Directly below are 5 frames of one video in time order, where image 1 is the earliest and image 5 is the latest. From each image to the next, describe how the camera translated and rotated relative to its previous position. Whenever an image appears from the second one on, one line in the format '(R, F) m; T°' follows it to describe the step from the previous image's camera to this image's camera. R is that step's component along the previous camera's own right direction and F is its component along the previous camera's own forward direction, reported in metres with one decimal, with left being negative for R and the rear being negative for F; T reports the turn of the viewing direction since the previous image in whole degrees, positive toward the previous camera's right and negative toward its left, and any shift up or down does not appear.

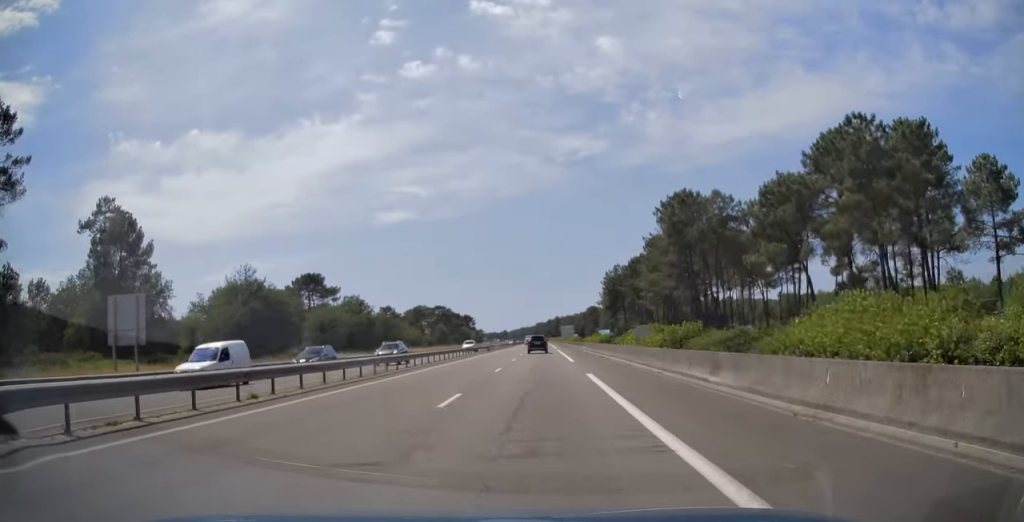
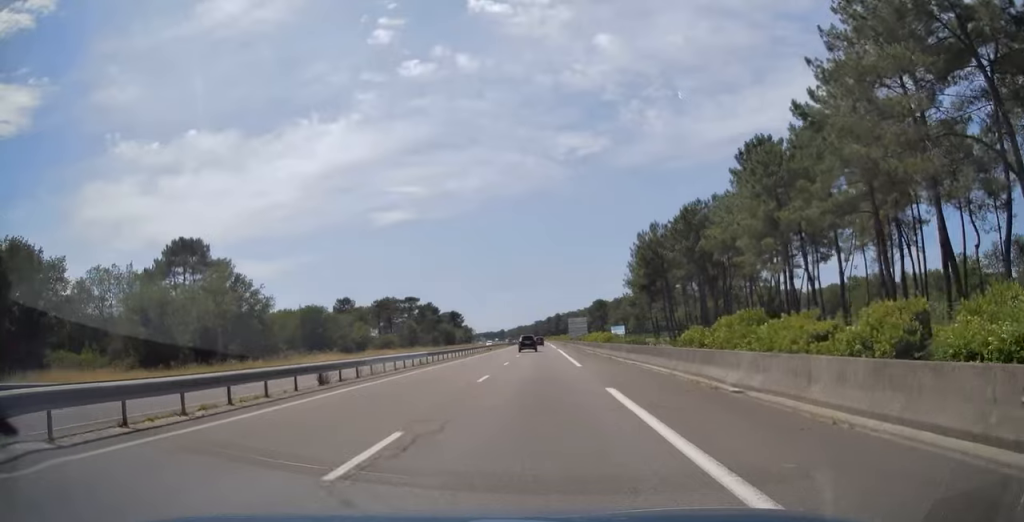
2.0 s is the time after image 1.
(0.0, +58.2) m; 0°
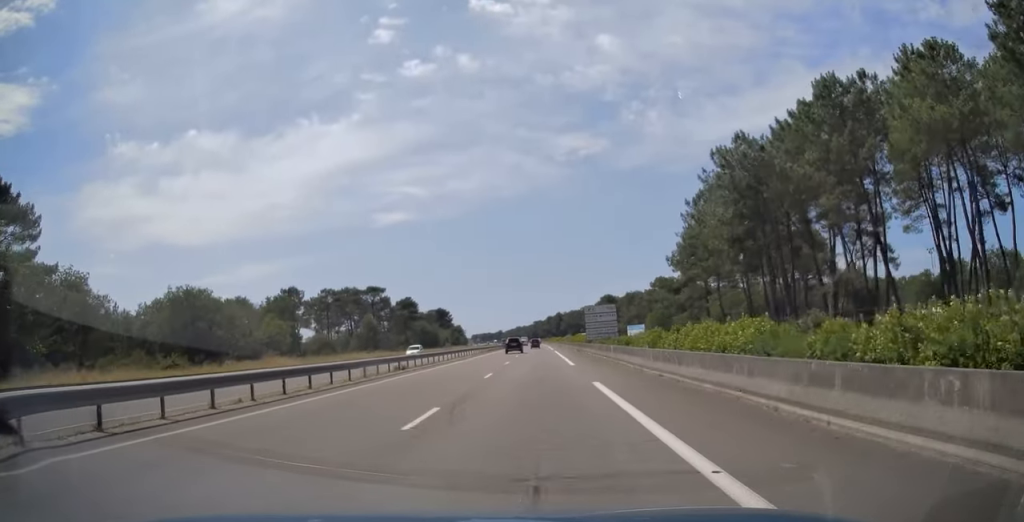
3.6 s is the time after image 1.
(0.0, +48.5) m; 0°
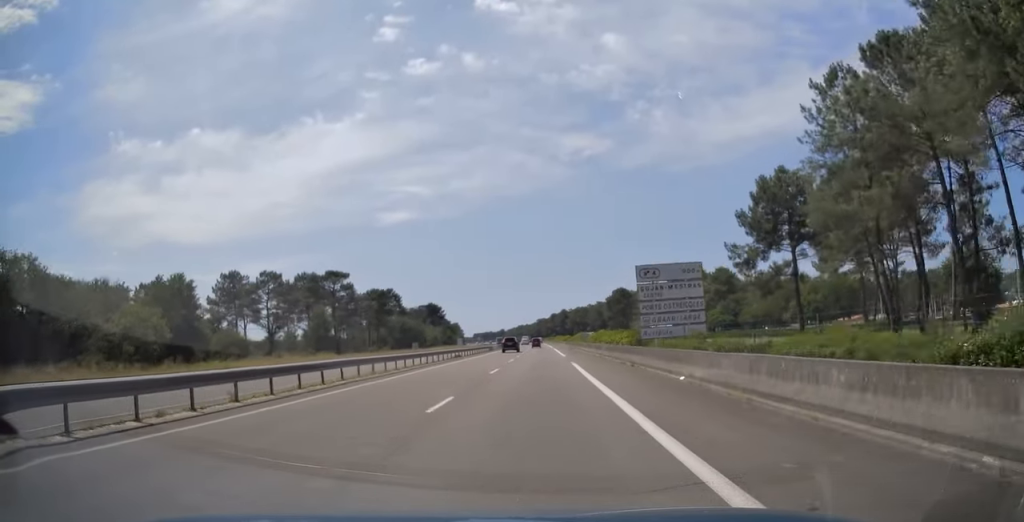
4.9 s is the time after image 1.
(0.0, +36.8) m; 0°
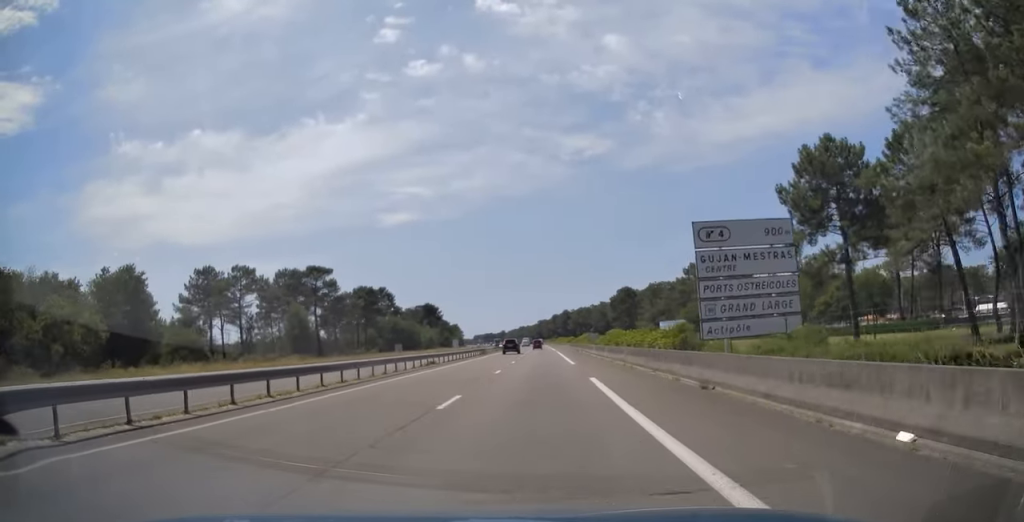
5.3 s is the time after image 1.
(0.0, +12.3) m; 0°
